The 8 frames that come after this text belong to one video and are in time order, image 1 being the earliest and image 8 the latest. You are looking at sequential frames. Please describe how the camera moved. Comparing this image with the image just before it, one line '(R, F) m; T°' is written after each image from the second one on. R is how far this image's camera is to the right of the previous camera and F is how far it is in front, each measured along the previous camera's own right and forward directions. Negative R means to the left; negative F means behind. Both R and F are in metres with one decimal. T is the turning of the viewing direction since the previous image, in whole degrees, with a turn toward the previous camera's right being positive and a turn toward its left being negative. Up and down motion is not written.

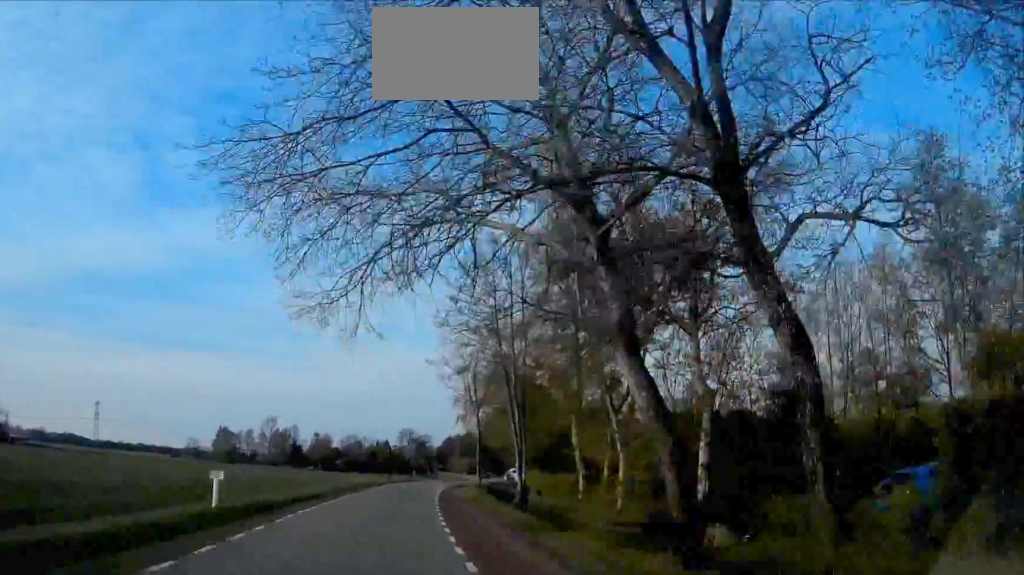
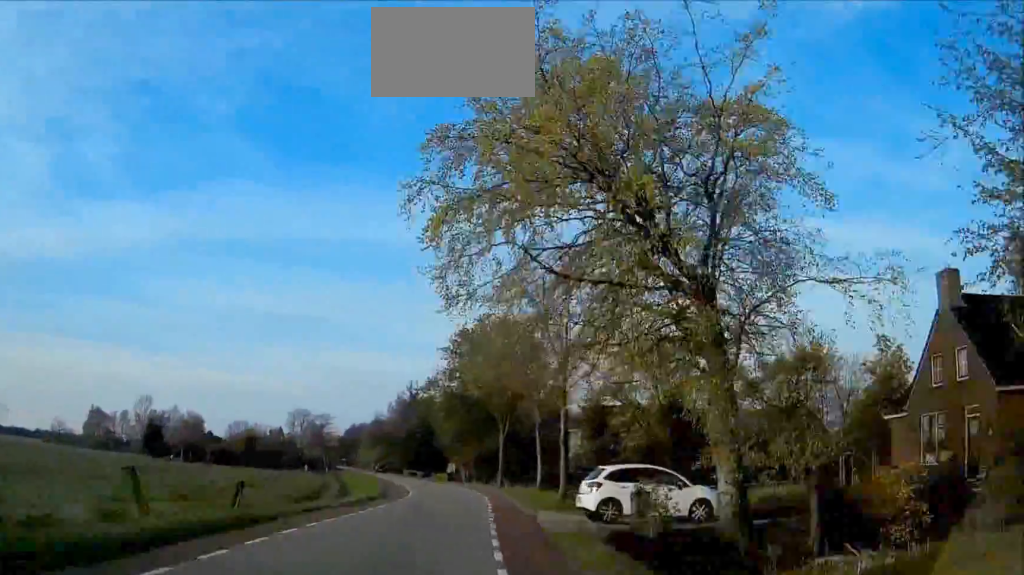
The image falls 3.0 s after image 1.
(+2.4, +55.5) m; +5°
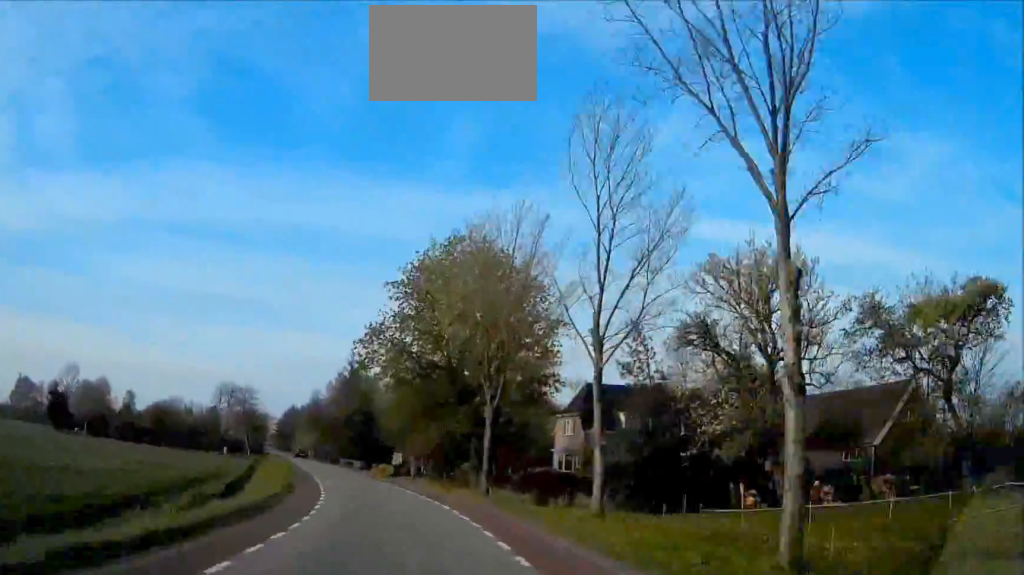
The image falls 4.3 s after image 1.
(+1.2, +23.5) m; +1°
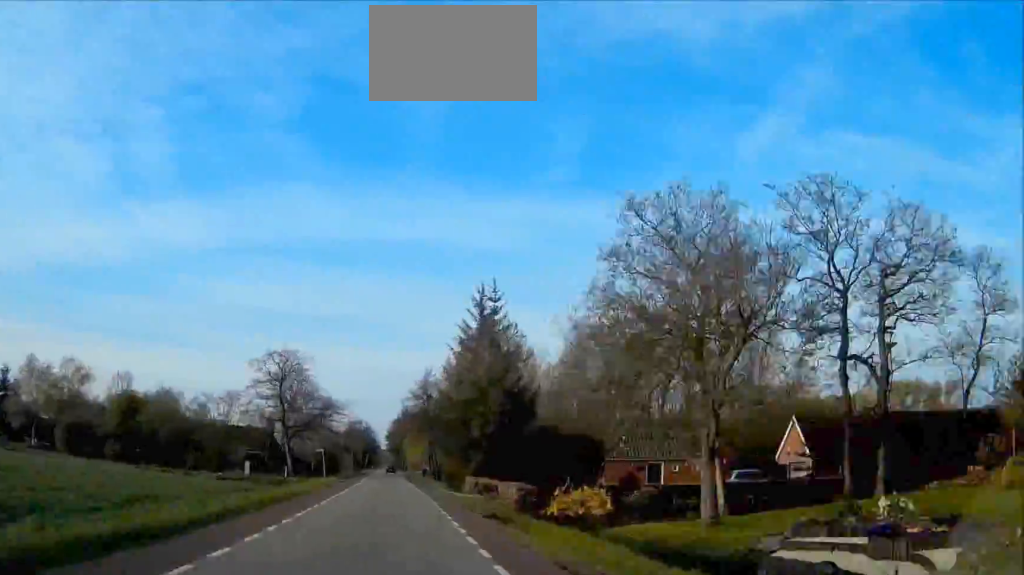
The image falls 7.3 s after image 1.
(-2.6, +55.7) m; -5°
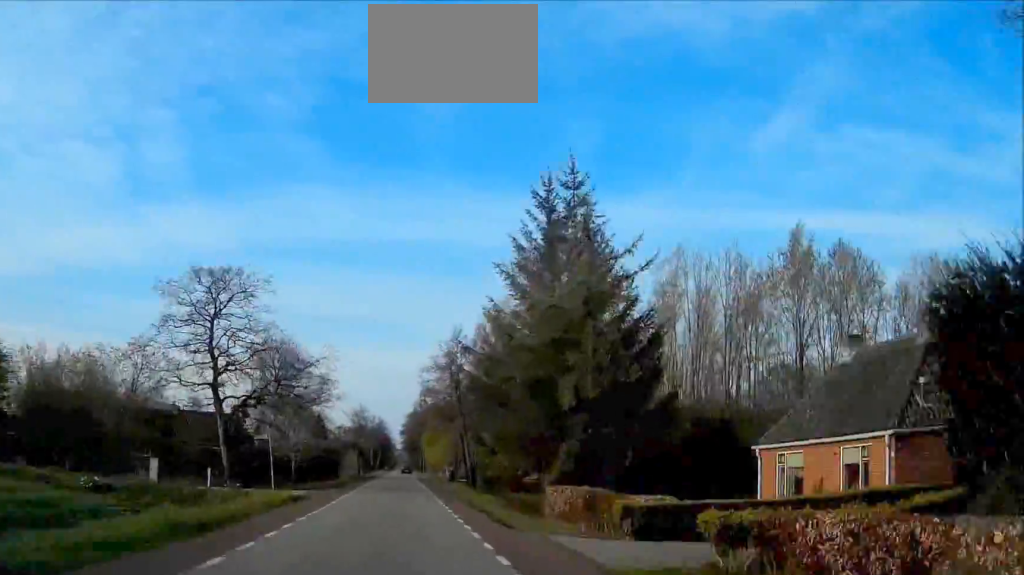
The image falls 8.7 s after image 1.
(-0.7, +27.4) m; -2°
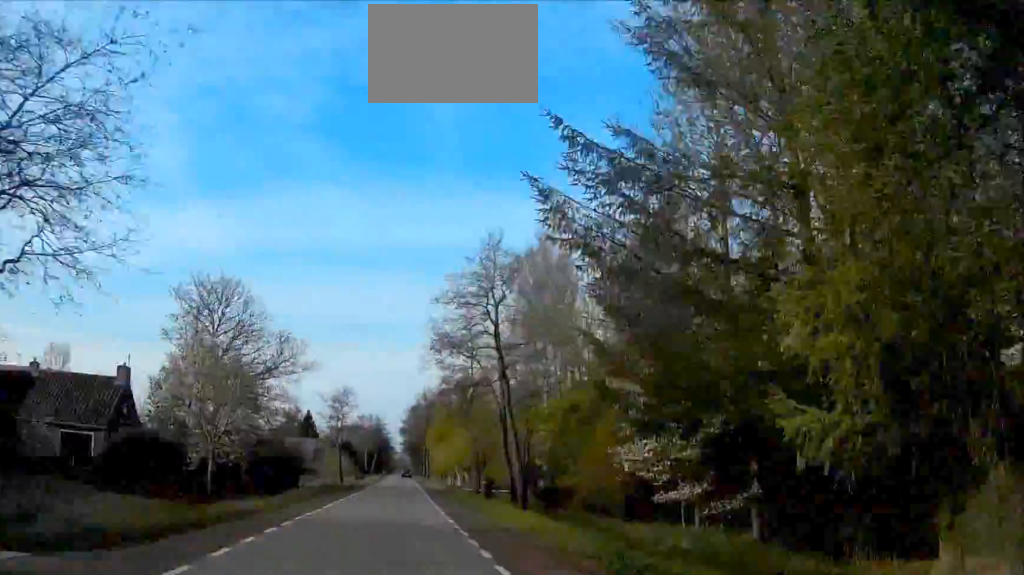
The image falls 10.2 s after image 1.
(-0.1, +27.6) m; 0°
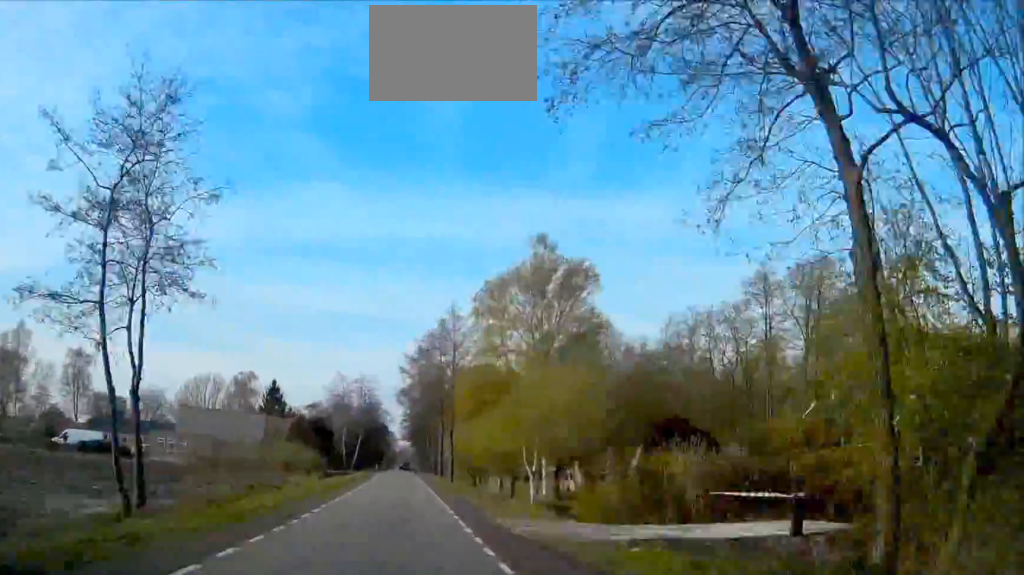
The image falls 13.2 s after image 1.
(-0.1, +57.0) m; 0°
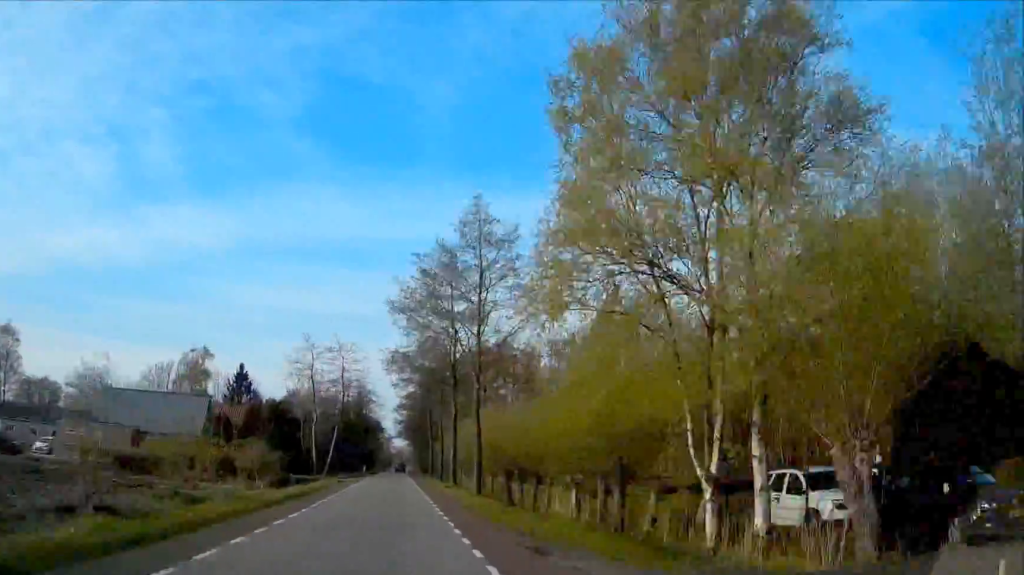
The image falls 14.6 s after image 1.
(0.0, +26.7) m; 0°
